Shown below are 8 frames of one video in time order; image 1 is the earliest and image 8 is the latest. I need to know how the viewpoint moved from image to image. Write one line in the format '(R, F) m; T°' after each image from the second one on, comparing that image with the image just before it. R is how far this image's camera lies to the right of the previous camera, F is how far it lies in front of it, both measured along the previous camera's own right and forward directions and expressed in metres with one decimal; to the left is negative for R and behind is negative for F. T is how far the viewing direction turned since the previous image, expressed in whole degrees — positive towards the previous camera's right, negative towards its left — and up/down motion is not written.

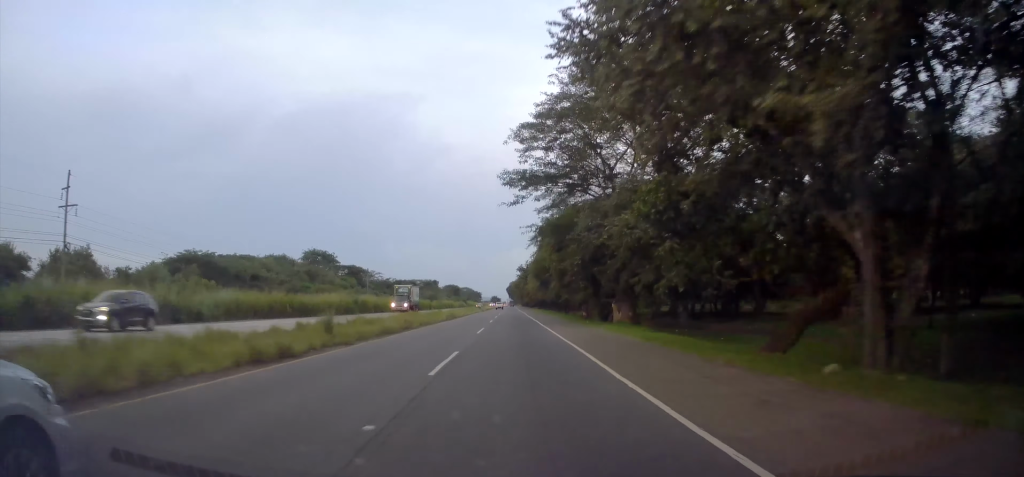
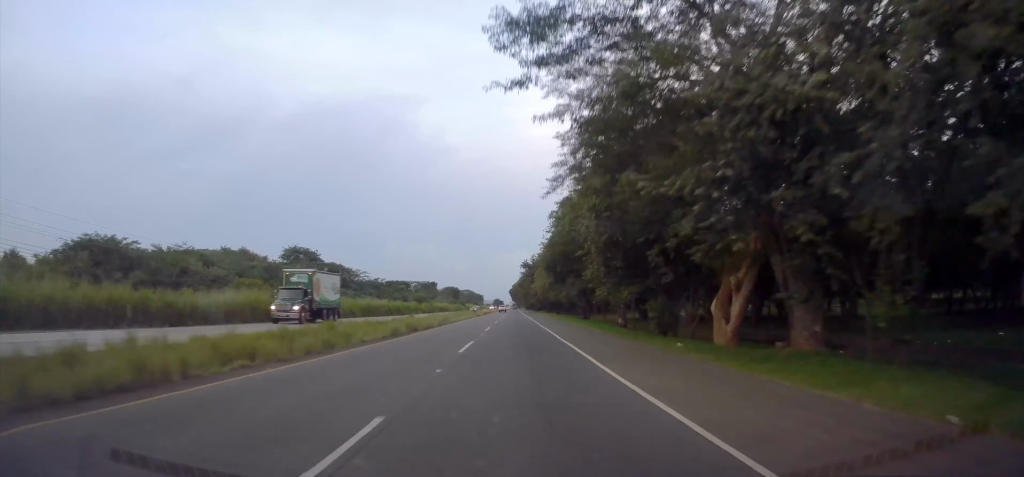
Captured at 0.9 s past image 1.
(0.0, +23.7) m; 0°
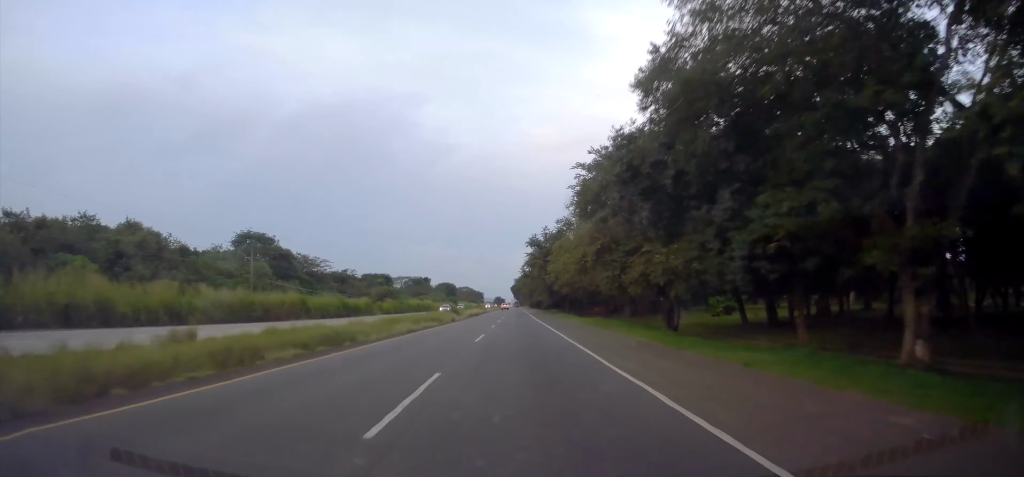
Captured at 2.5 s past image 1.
(-0.1, +41.3) m; 0°
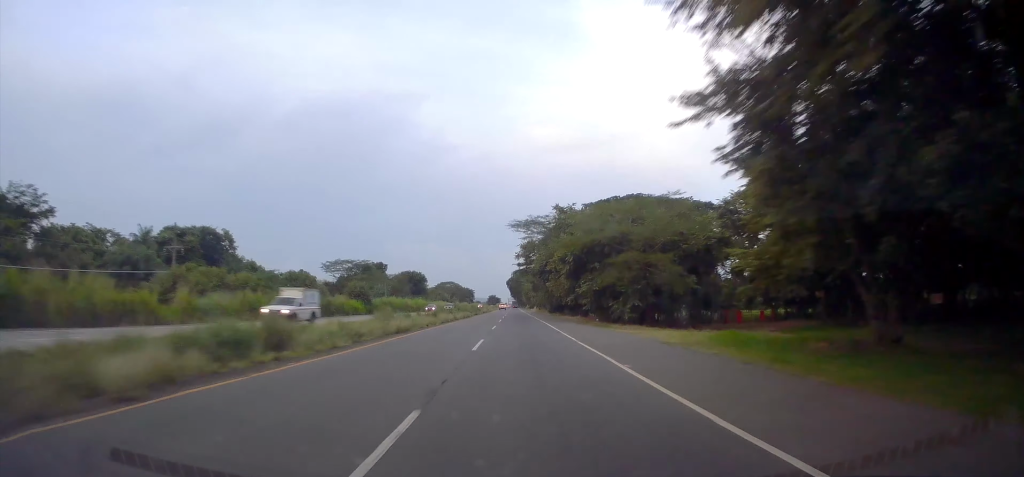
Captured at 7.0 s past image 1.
(0.0, +119.4) m; 0°
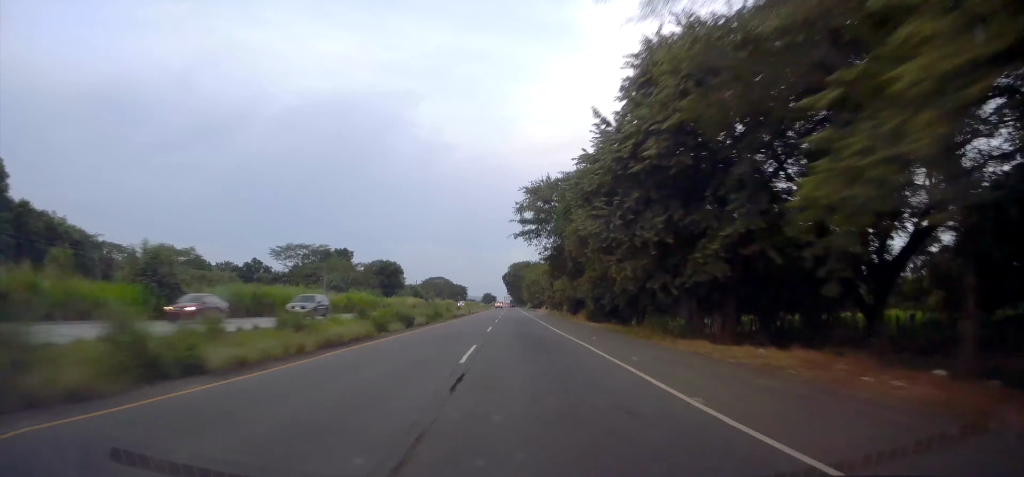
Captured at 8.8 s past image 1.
(+0.1, +49.3) m; +1°
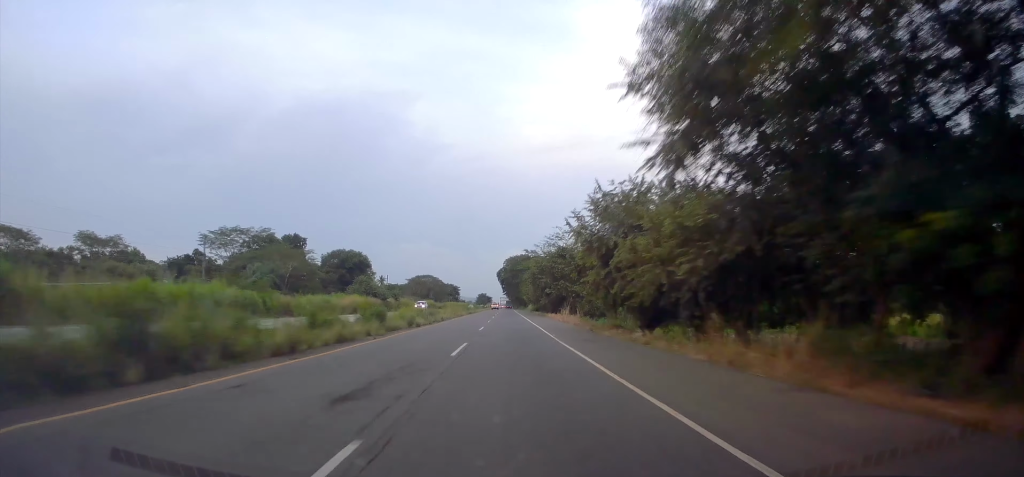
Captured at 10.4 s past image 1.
(+0.3, +42.6) m; 0°
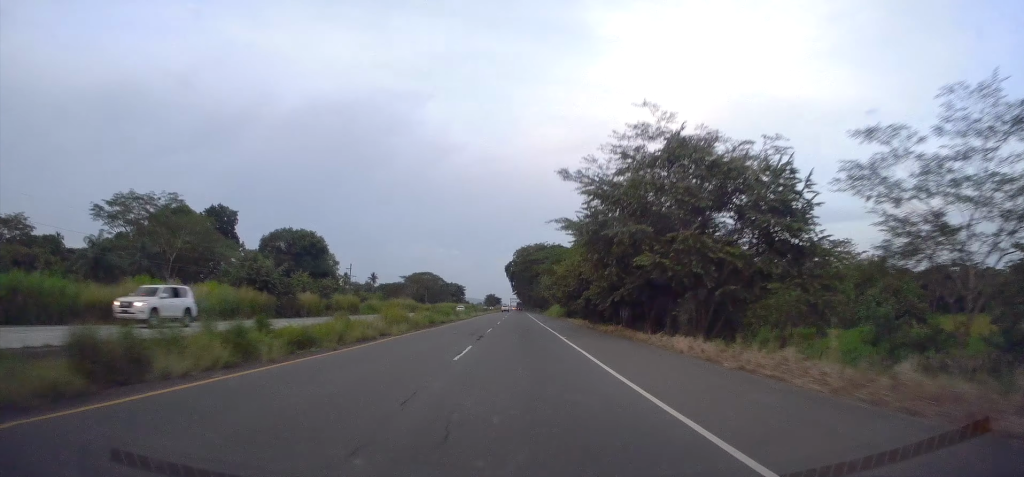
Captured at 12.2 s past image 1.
(-0.2, +46.7) m; 0°
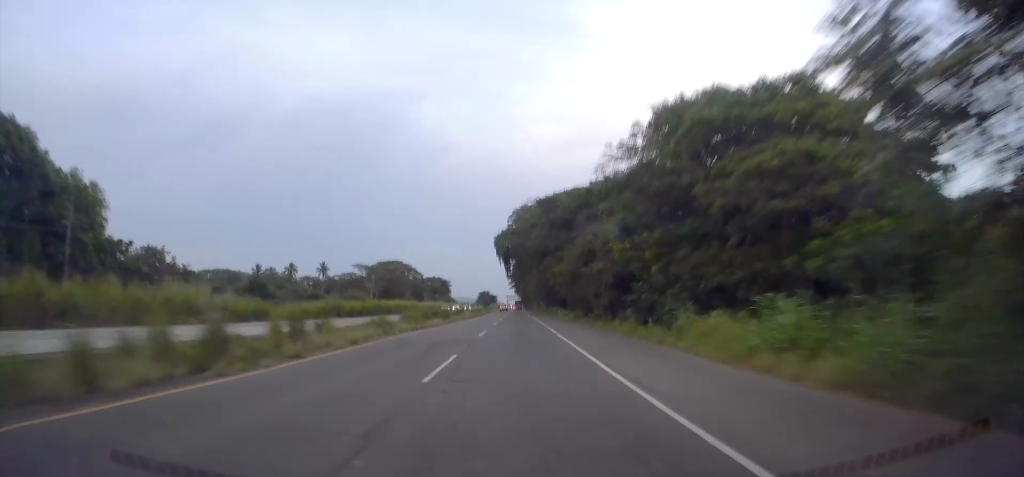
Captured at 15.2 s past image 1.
(-0.1, +78.7) m; -1°
